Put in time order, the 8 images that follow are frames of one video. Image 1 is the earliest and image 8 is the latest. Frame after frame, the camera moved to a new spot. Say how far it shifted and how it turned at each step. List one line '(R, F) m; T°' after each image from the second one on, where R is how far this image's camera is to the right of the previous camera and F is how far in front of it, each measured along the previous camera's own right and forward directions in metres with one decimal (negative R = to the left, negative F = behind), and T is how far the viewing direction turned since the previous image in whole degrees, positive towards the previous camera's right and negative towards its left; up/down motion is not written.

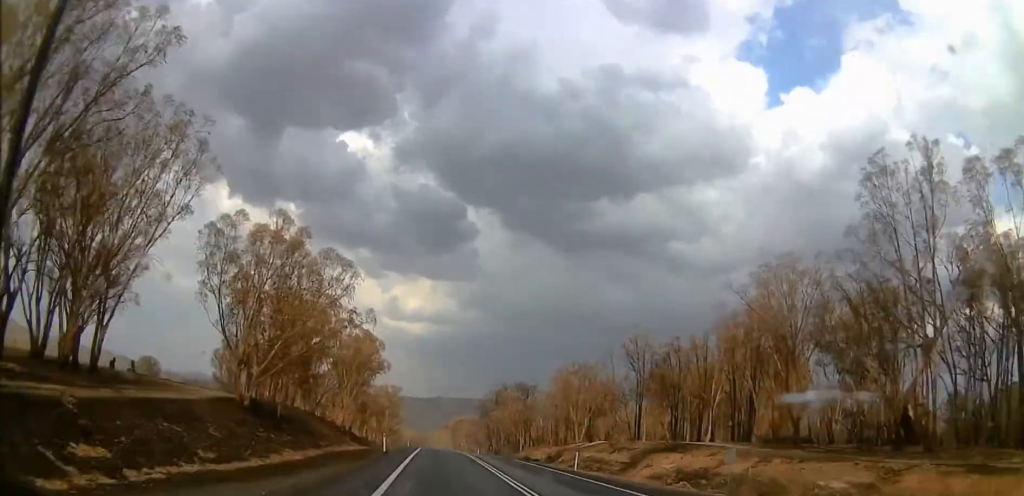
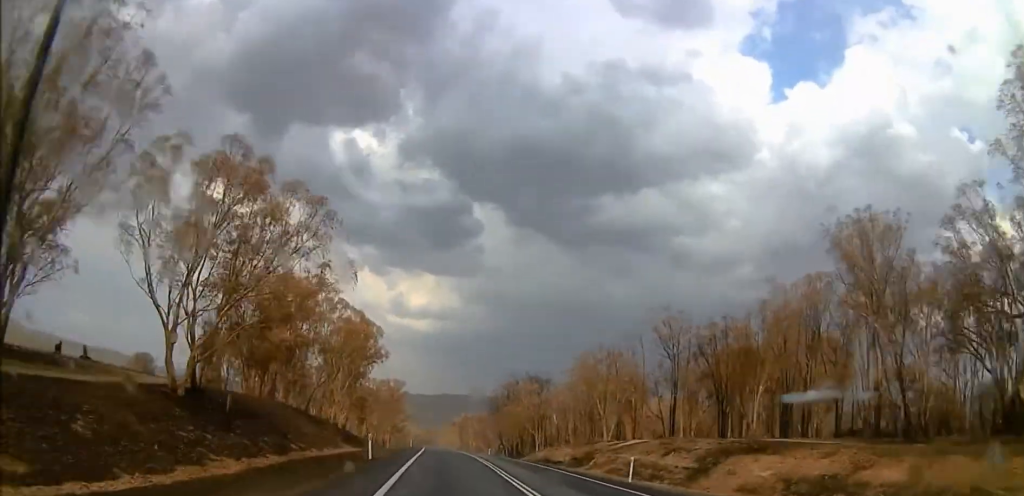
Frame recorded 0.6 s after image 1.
(-0.1, +10.5) m; 0°
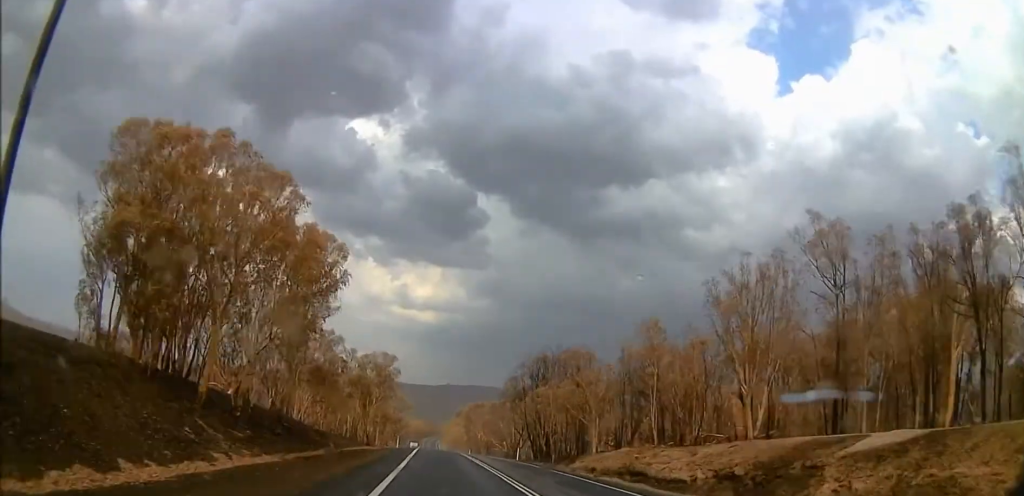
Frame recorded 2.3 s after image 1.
(+1.5, +35.5) m; +4°
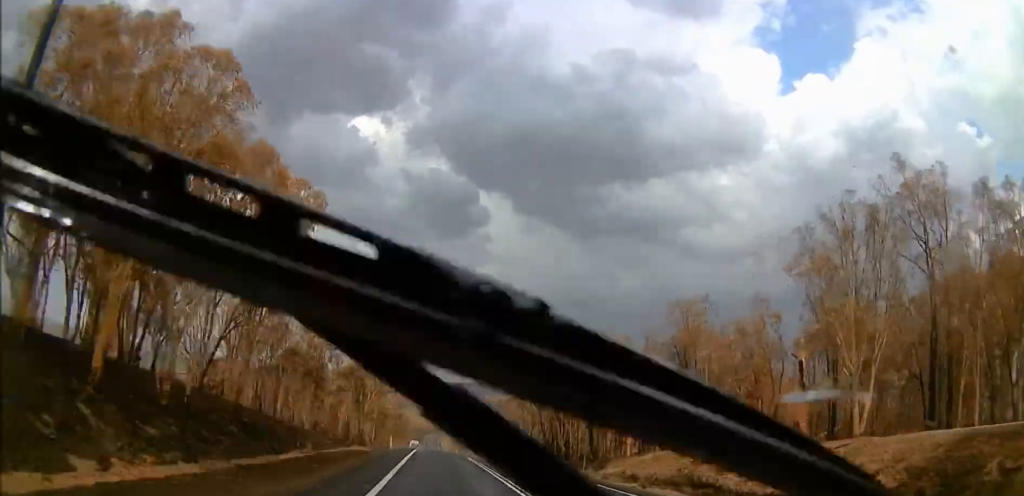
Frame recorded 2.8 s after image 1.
(0.0, +10.6) m; 0°
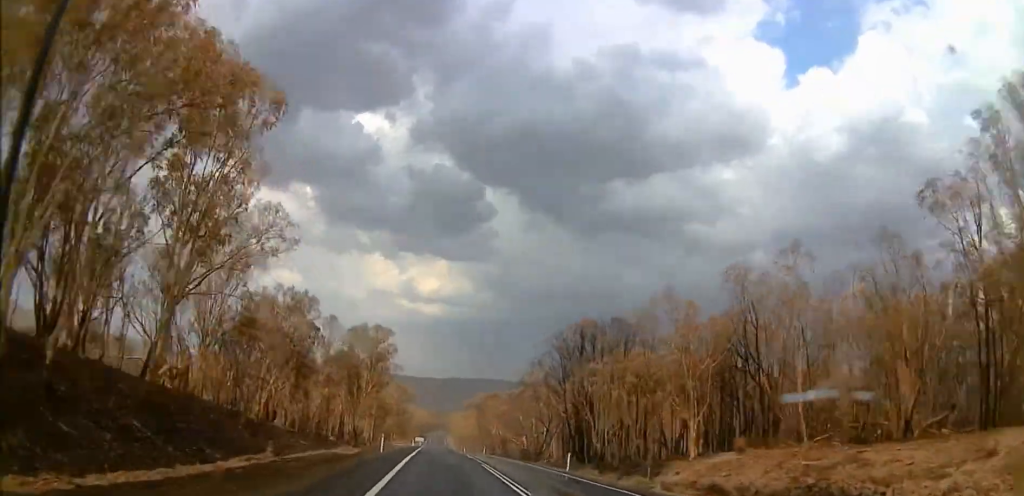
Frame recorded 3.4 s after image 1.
(+0.1, +12.4) m; -1°
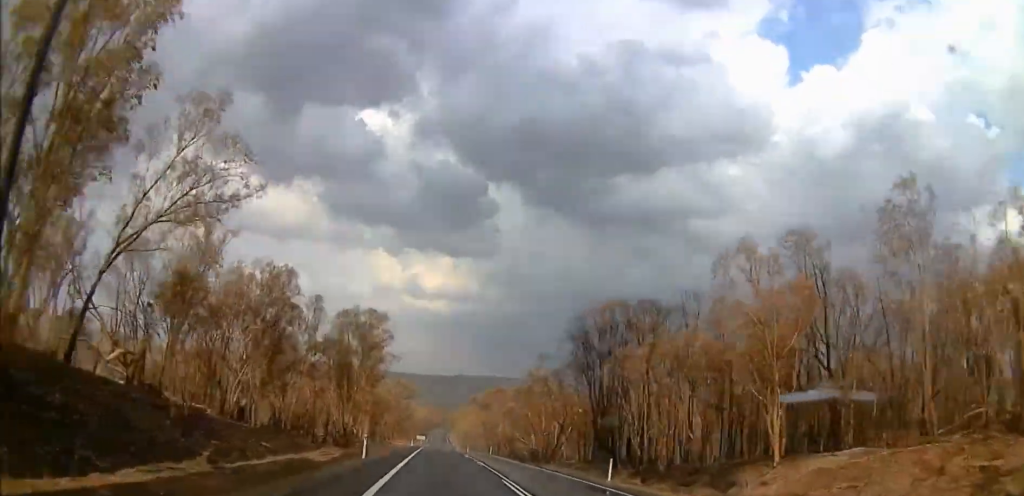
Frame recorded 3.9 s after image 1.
(-0.2, +9.9) m; -1°
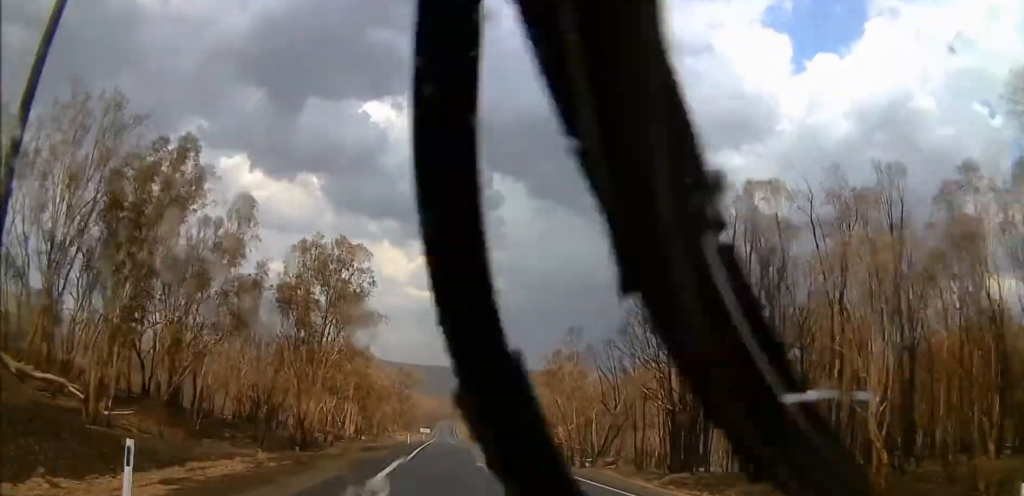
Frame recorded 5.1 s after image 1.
(-0.7, +25.4) m; -1°
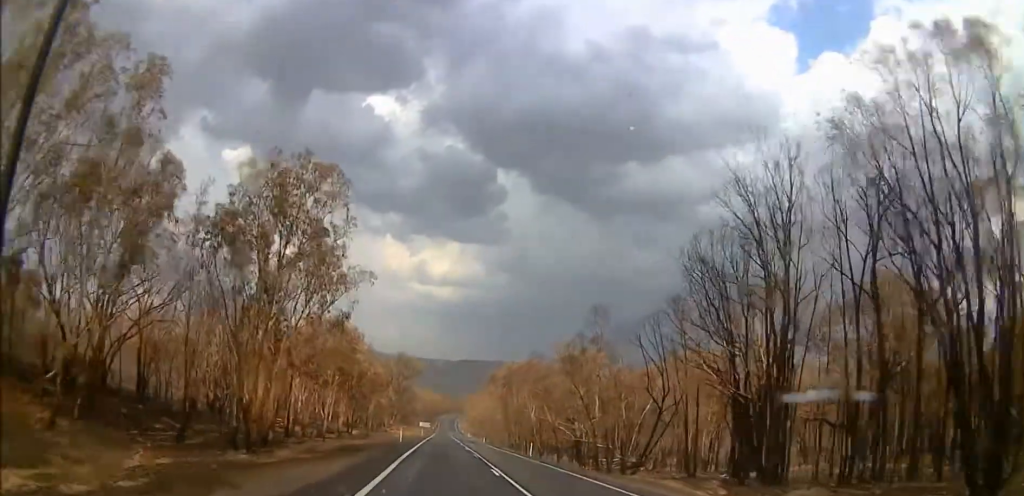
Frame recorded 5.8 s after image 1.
(+0.2, +14.9) m; 0°
